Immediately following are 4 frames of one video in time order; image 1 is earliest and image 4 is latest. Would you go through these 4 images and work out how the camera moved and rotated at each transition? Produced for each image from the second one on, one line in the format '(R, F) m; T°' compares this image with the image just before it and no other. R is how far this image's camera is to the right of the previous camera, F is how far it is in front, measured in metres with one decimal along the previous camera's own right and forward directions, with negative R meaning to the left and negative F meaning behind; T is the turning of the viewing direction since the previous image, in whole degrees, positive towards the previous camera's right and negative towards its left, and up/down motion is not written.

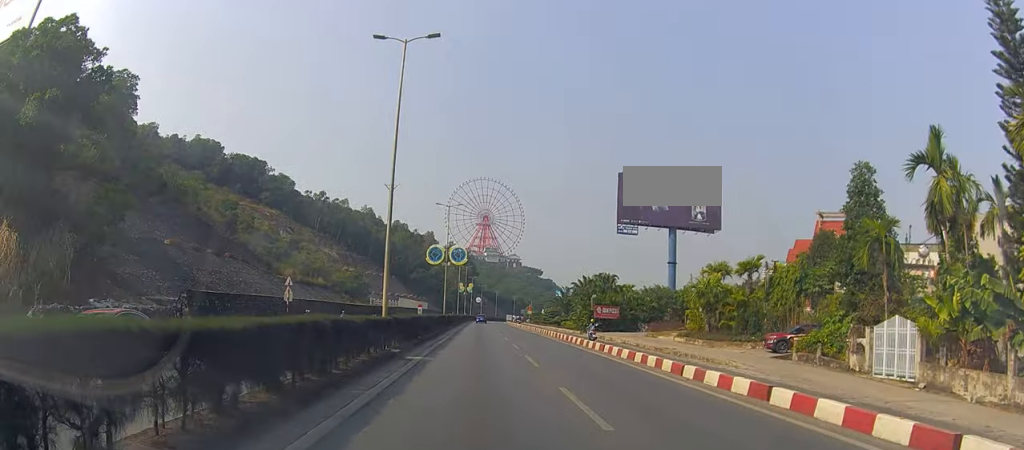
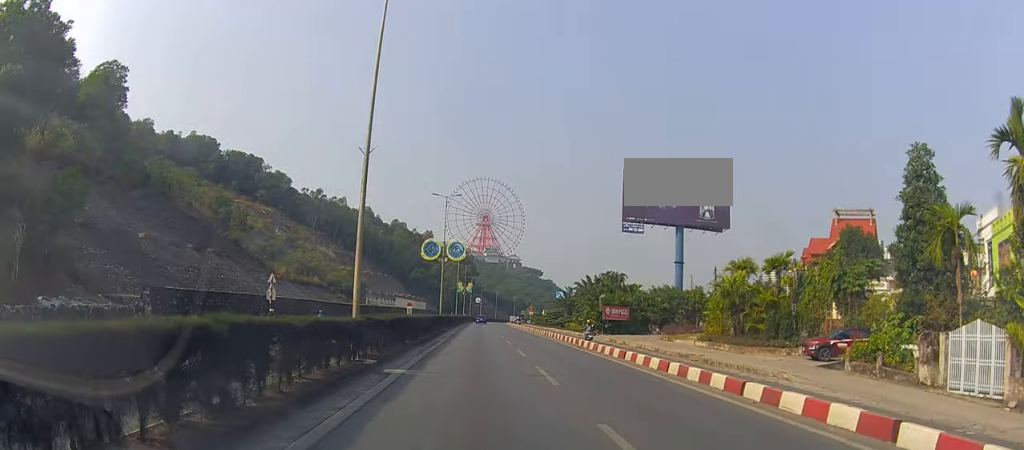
(-0.1, +4.8) m; +1°
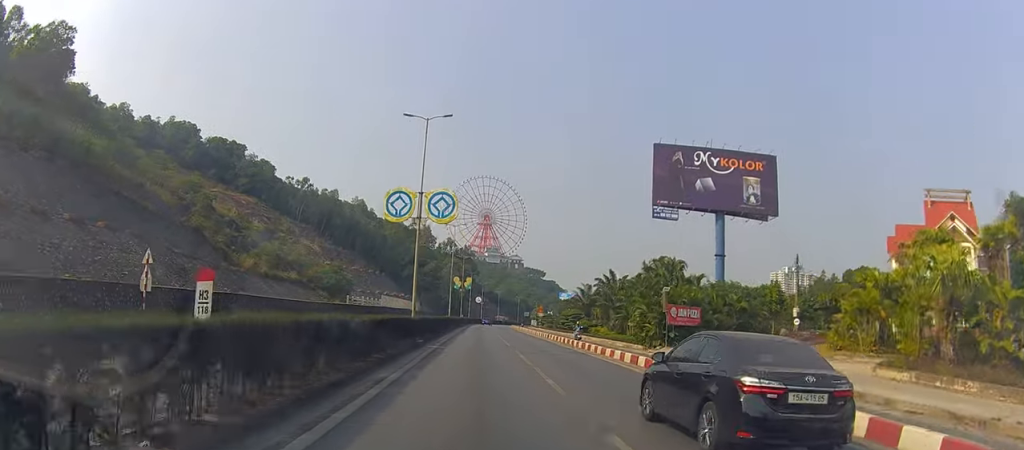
(+0.1, +20.9) m; -3°
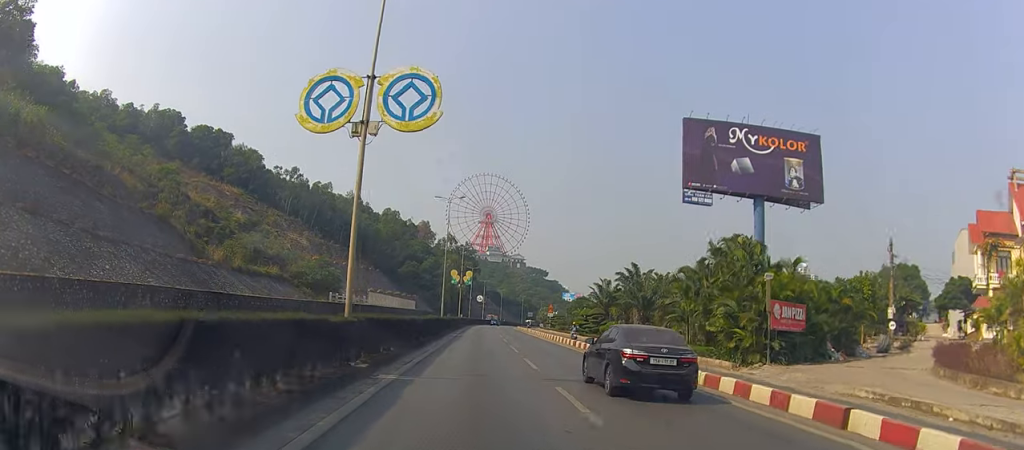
(-0.1, +14.7) m; 0°
